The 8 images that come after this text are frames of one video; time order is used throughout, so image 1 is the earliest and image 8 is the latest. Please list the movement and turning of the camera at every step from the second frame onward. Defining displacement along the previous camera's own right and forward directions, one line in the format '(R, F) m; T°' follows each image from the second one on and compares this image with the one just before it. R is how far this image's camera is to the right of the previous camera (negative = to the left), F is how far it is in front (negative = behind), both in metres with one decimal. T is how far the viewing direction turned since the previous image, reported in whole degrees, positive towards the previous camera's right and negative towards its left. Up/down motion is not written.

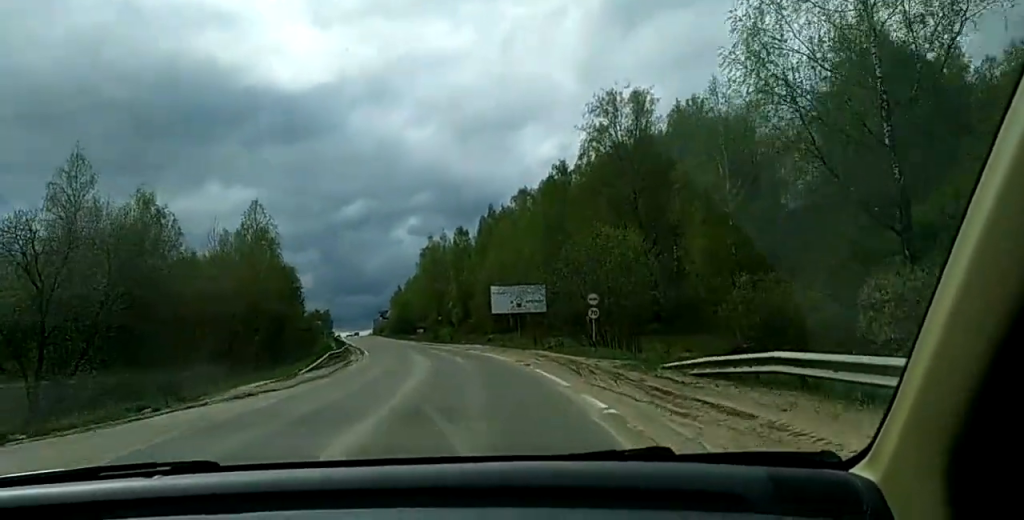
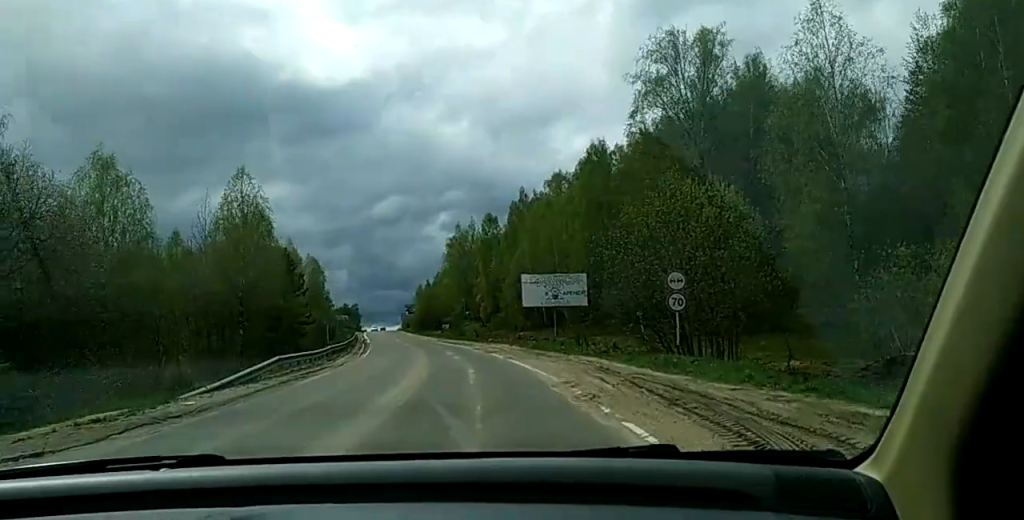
(-0.5, +14.2) m; -2°
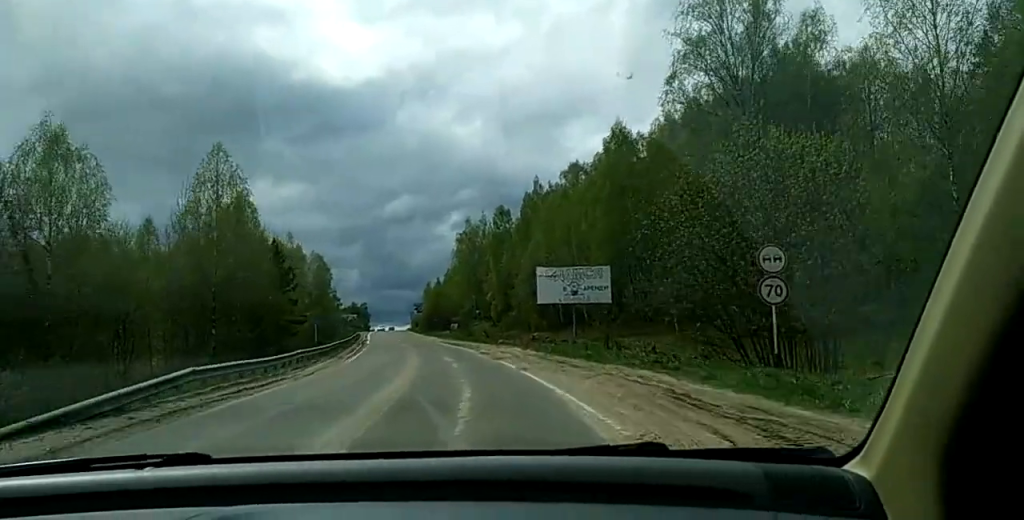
(+0.1, +8.3) m; -2°
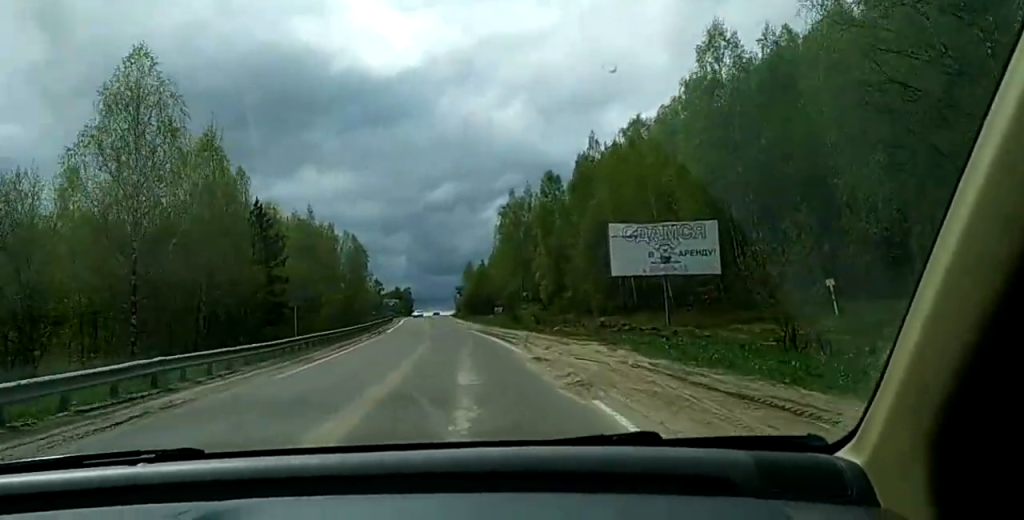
(-0.9, +19.8) m; -4°
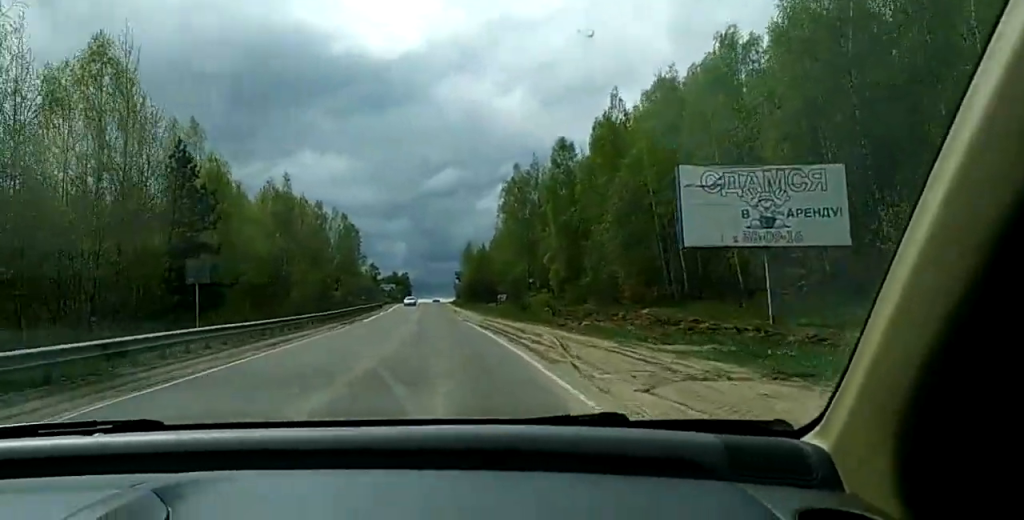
(-0.1, +15.4) m; -3°
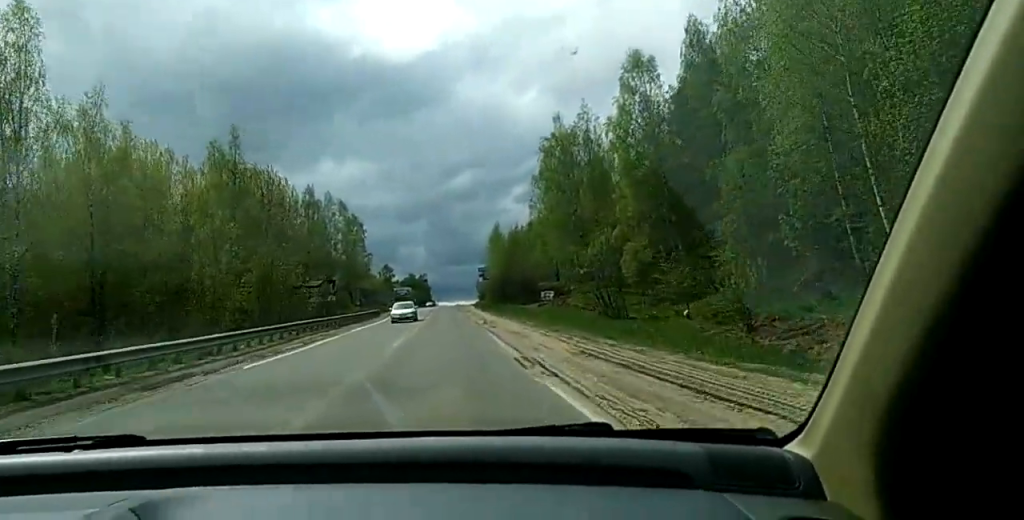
(-1.7, +34.4) m; -4°
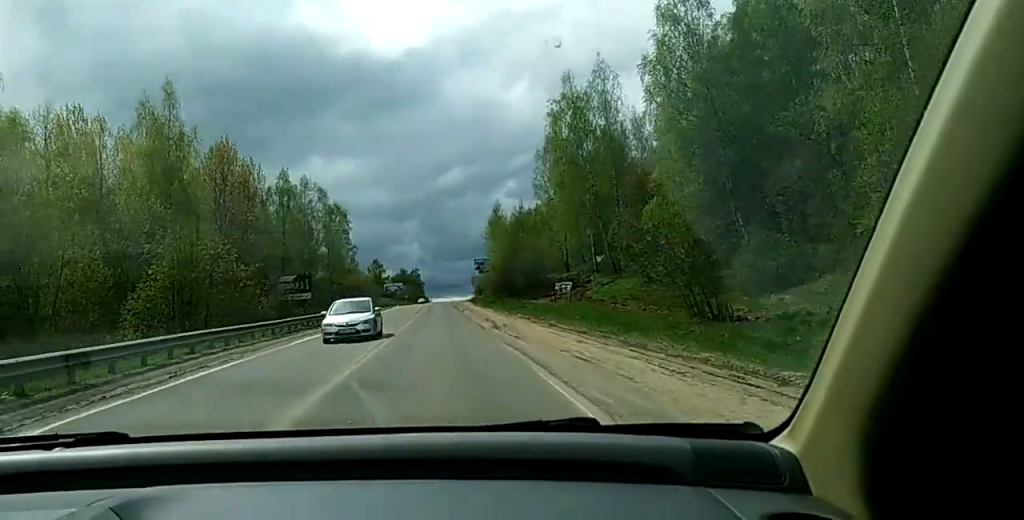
(0.0, +16.0) m; 0°
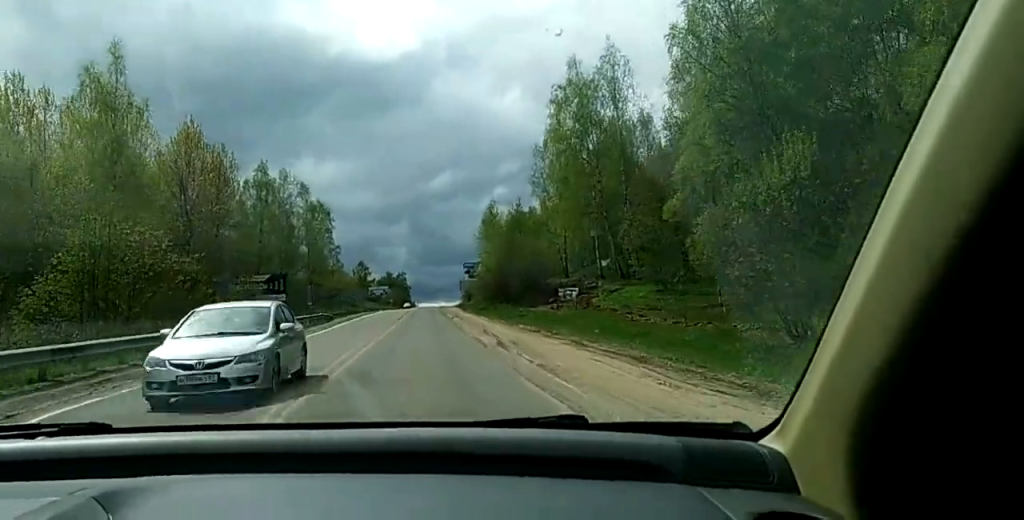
(+0.1, +8.2) m; 0°
